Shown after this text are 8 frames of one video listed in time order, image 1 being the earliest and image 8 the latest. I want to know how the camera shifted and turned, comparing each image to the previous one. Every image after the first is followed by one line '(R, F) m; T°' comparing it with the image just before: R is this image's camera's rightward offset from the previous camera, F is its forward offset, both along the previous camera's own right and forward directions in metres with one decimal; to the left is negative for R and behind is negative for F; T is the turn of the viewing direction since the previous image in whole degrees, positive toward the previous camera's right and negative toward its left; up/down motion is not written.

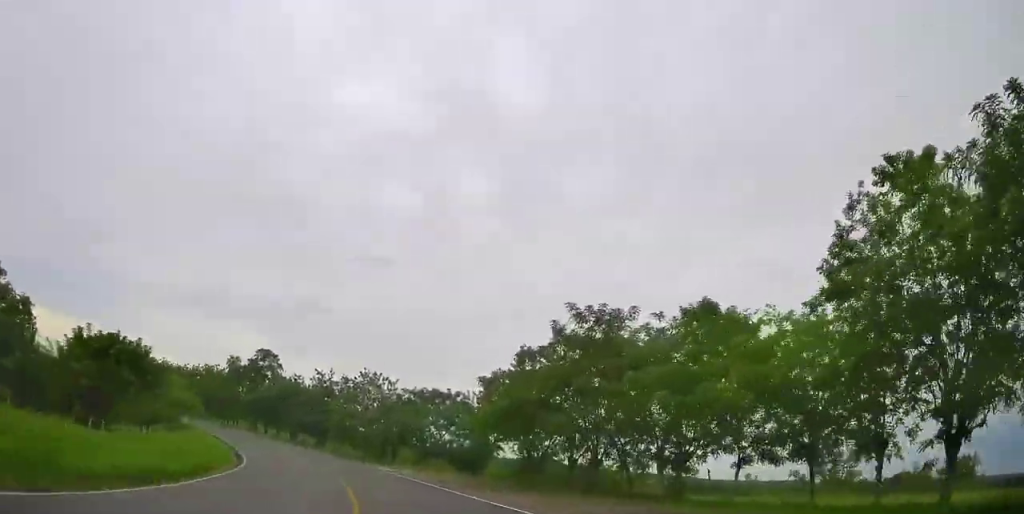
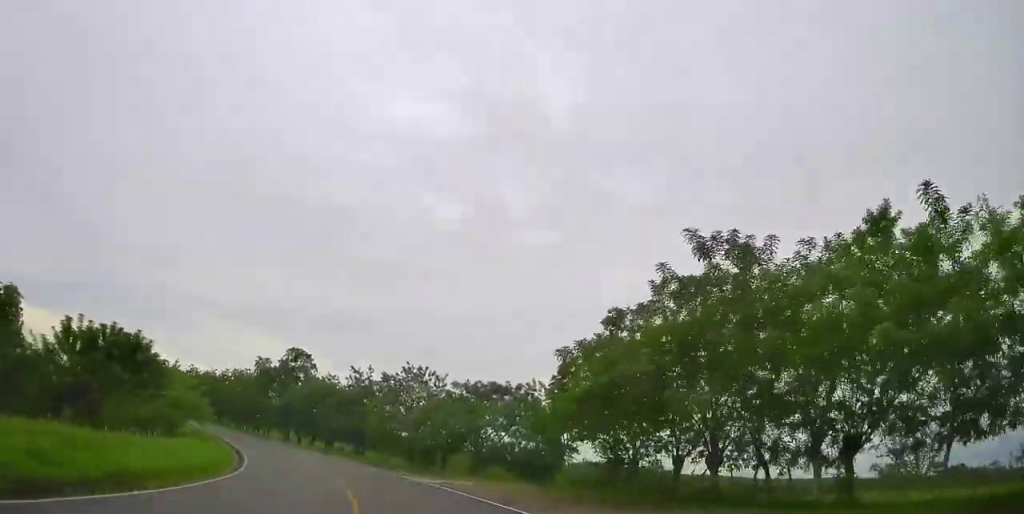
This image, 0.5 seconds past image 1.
(-0.2, +9.3) m; -2°
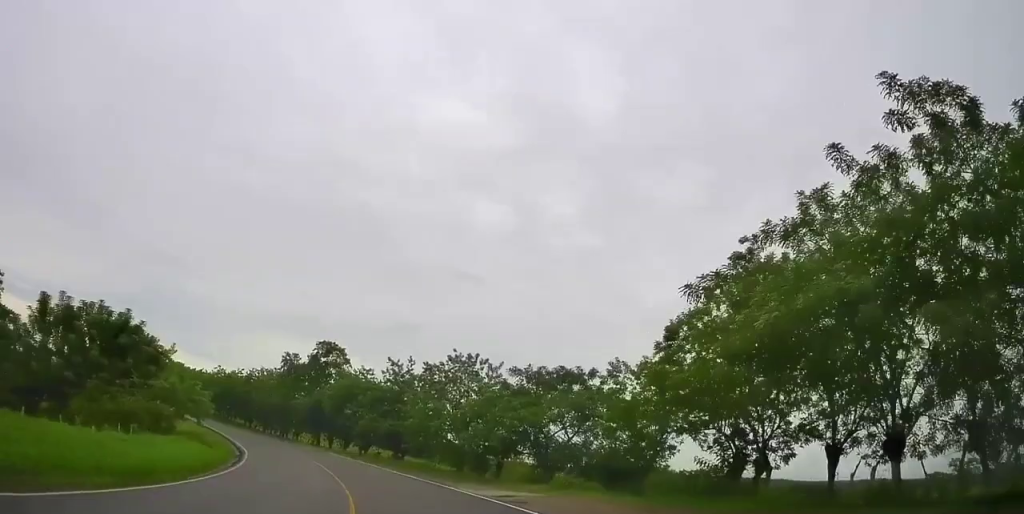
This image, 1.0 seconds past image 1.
(+0.1, +9.3) m; -3°
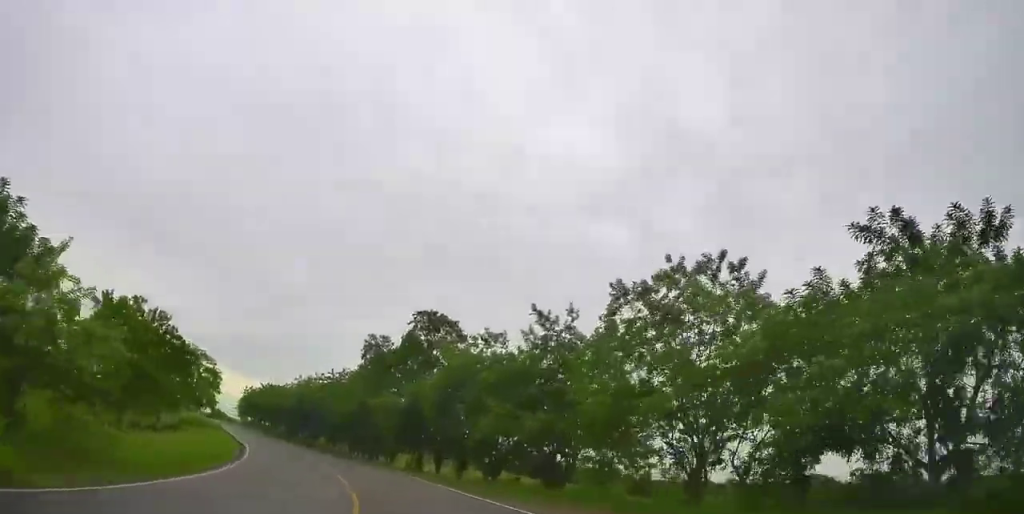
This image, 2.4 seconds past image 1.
(-3.1, +24.9) m; -14°
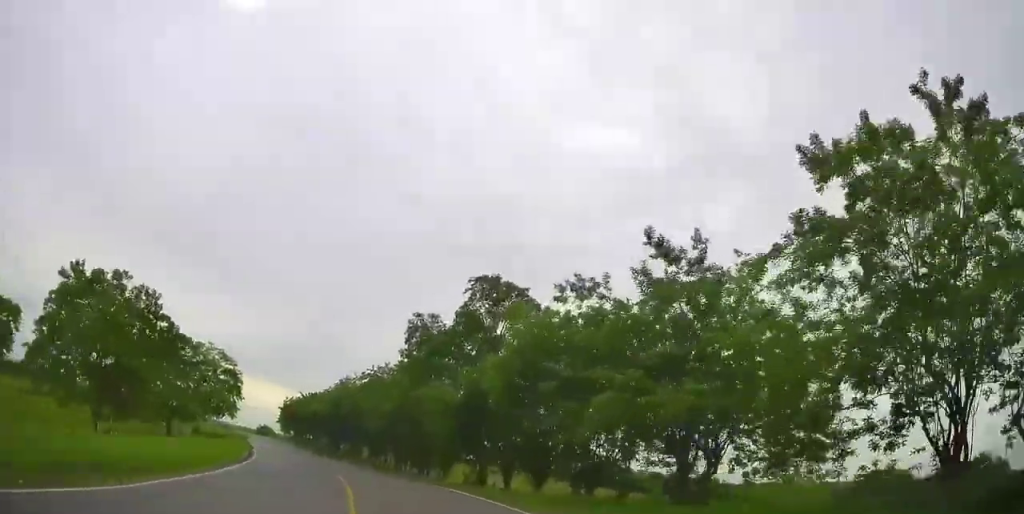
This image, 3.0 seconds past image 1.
(-0.9, +10.9) m; -4°
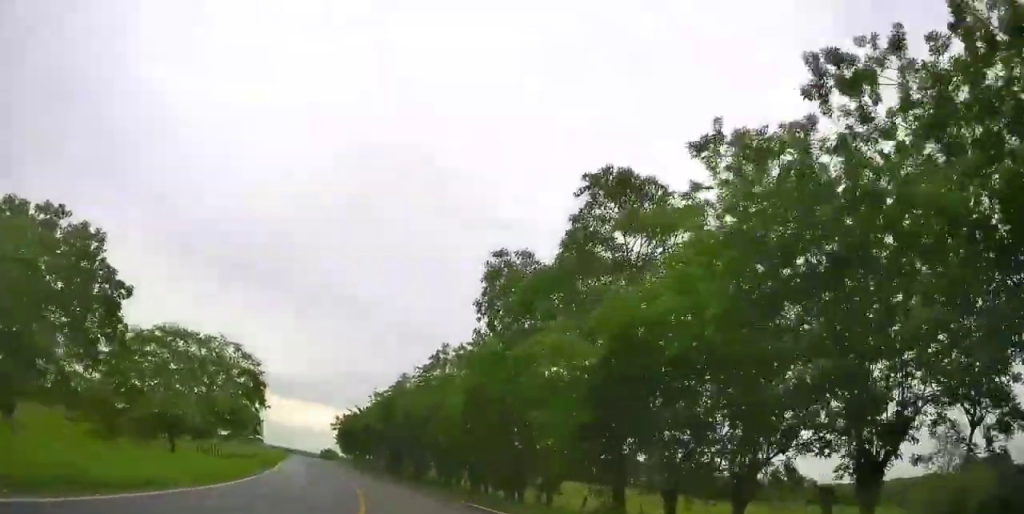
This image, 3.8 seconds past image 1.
(-0.2, +14.7) m; -6°
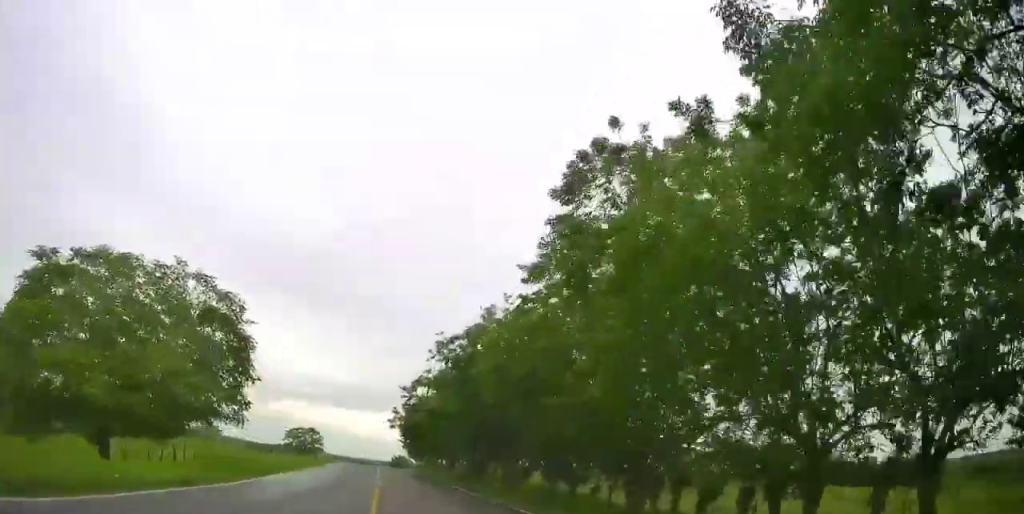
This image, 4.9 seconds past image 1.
(-2.1, +19.4) m; -11°
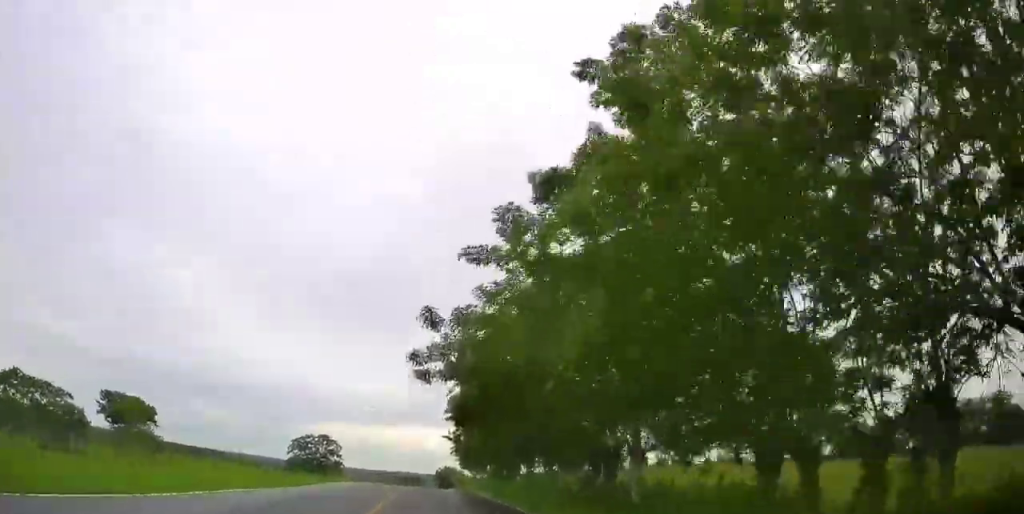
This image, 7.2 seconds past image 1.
(-5.9, +41.0) m; -15°
